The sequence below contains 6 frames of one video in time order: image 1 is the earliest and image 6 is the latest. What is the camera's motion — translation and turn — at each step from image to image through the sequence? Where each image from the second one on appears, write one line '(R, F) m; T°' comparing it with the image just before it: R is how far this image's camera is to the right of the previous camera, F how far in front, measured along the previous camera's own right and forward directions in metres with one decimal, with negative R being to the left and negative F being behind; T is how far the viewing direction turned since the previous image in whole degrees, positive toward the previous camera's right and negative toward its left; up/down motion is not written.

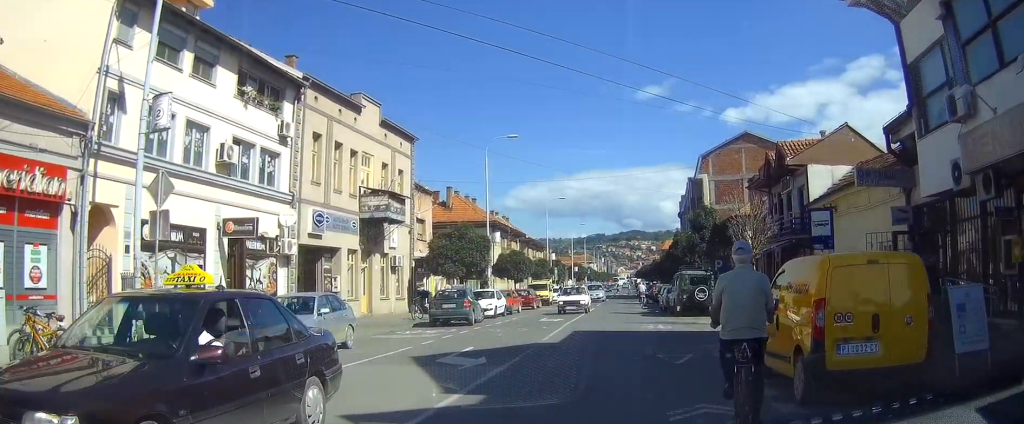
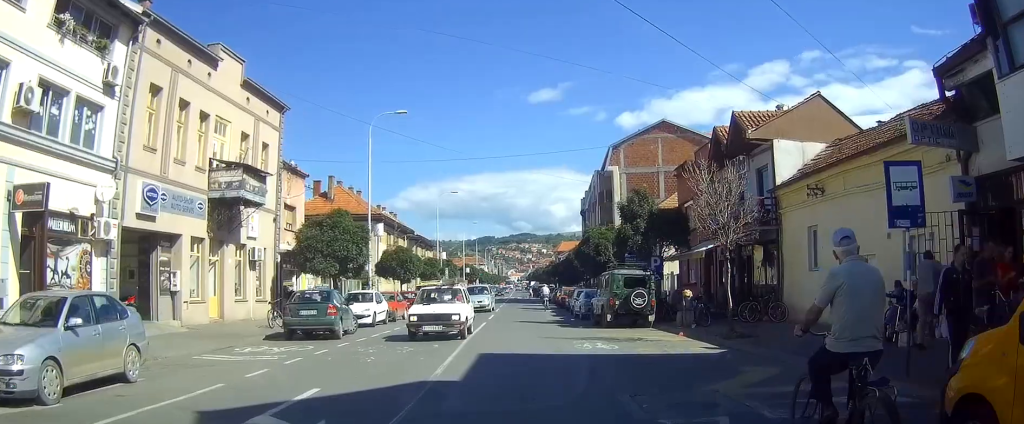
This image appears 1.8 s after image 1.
(+0.4, +5.0) m; +15°
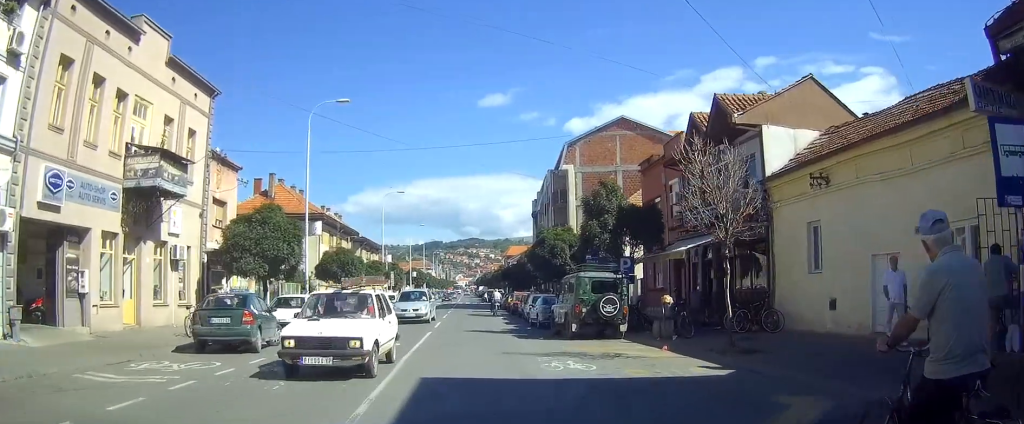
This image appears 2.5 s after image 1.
(+0.2, +2.5) m; +8°
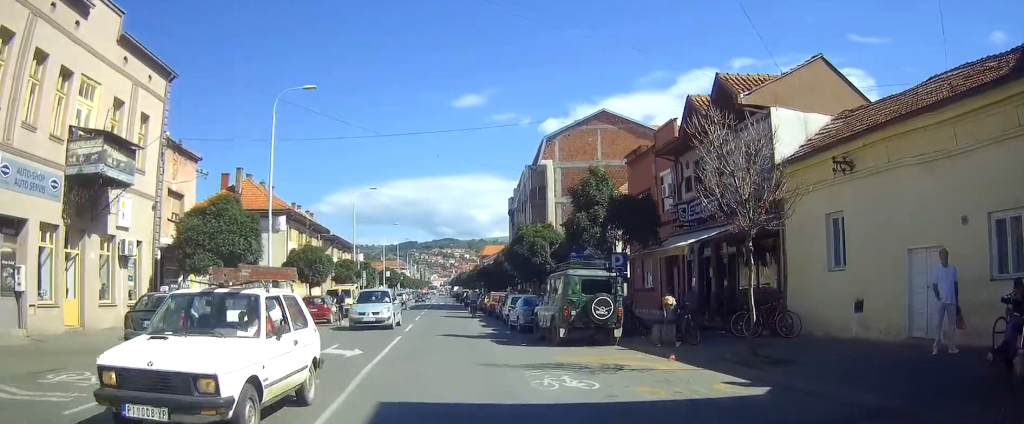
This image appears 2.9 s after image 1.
(+0.1, +2.0) m; +5°
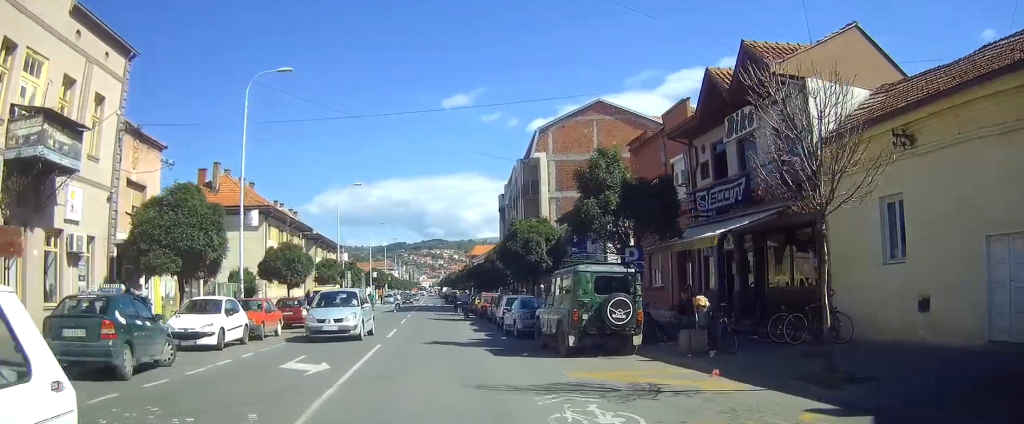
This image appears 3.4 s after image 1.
(+0.1, +2.3) m; +4°
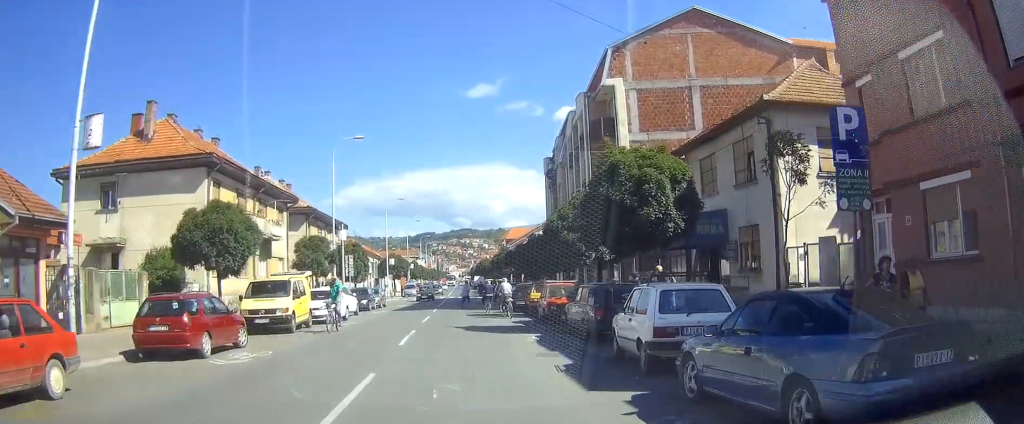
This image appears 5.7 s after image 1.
(-0.1, +15.2) m; -8°
